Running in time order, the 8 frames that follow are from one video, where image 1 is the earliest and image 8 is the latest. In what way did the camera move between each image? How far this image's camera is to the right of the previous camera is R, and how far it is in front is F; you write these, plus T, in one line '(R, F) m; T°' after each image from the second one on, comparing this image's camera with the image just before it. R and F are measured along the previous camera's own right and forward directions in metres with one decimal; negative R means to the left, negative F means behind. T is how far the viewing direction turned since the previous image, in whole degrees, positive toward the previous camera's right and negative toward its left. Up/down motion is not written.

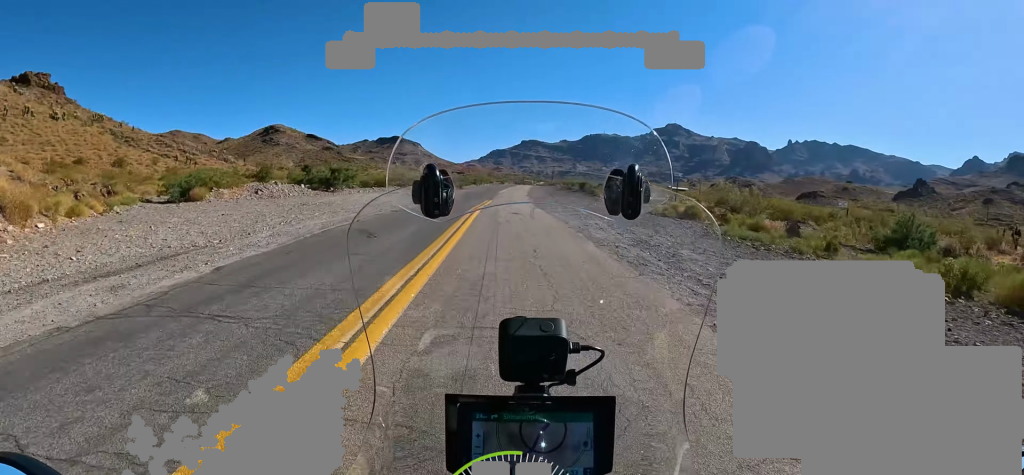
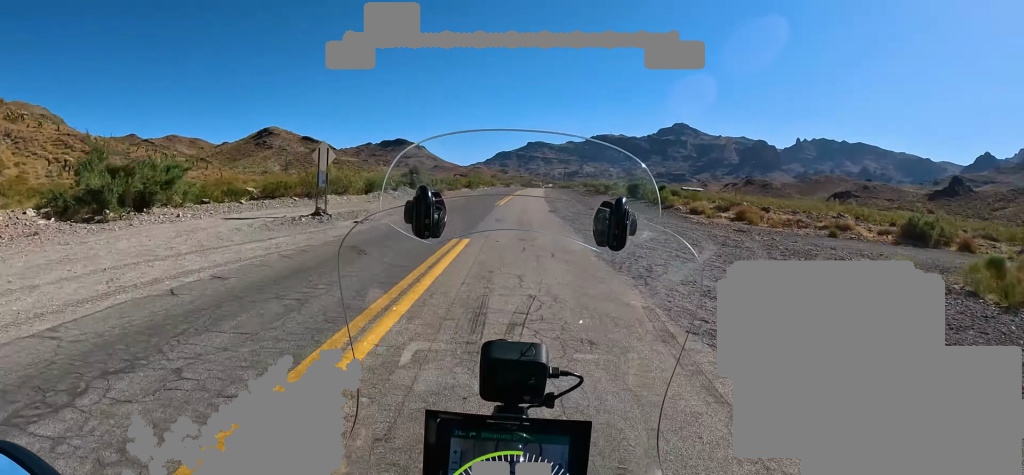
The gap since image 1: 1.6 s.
(-0.2, +27.8) m; +1°
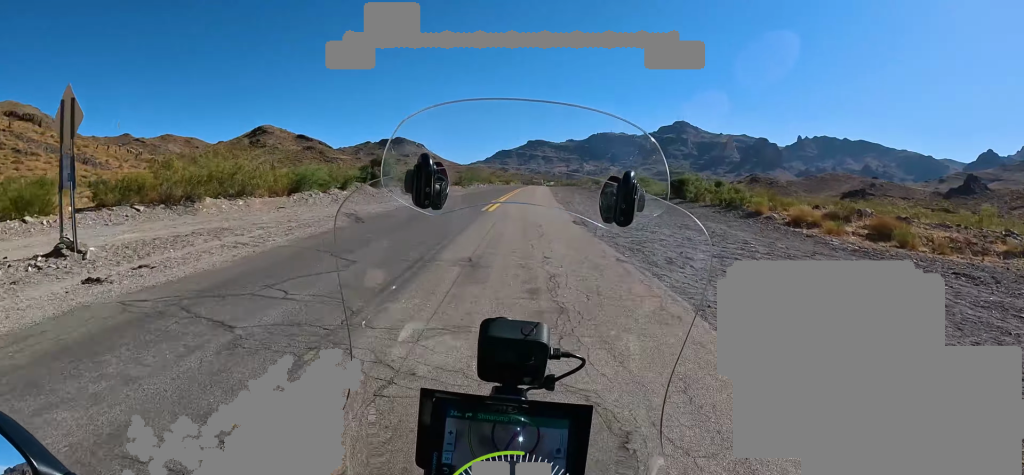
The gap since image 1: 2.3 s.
(+0.2, +11.4) m; +1°
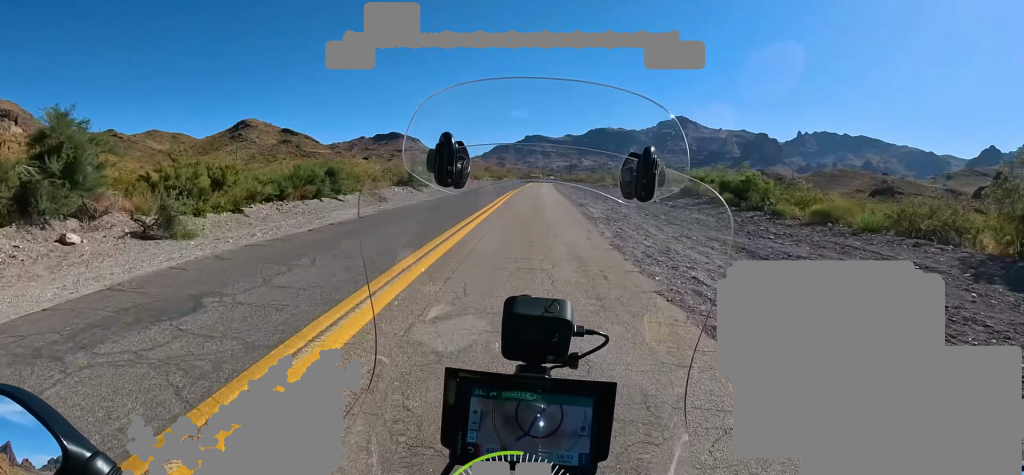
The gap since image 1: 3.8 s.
(+0.4, +22.0) m; +1°
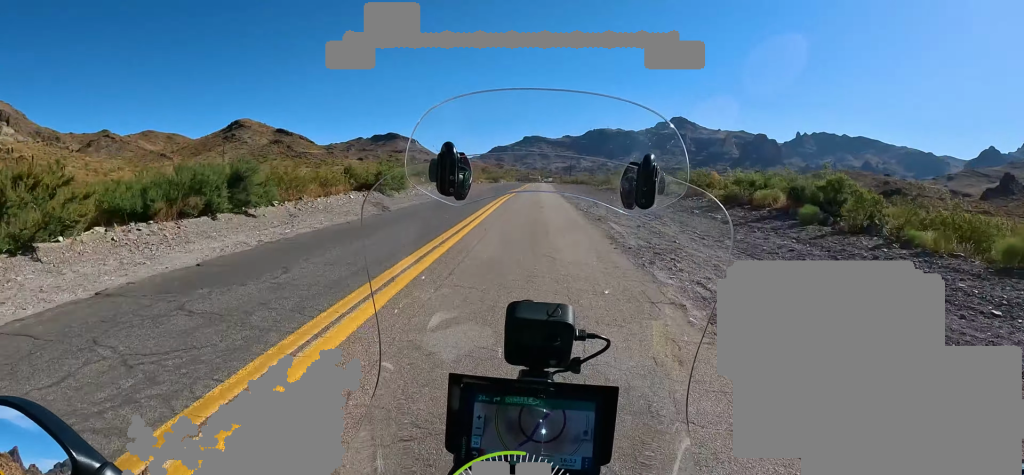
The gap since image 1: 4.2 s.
(0.0, +6.8) m; 0°
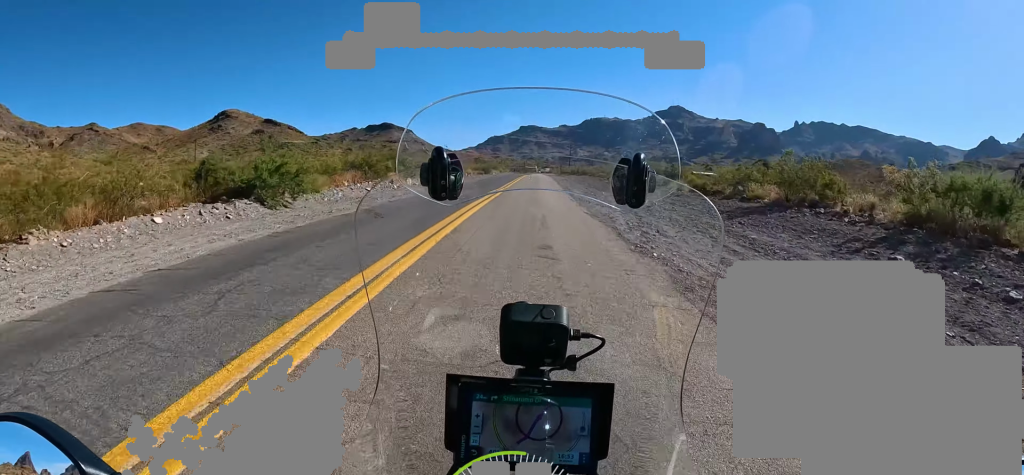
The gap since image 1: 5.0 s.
(0.0, +12.3) m; 0°
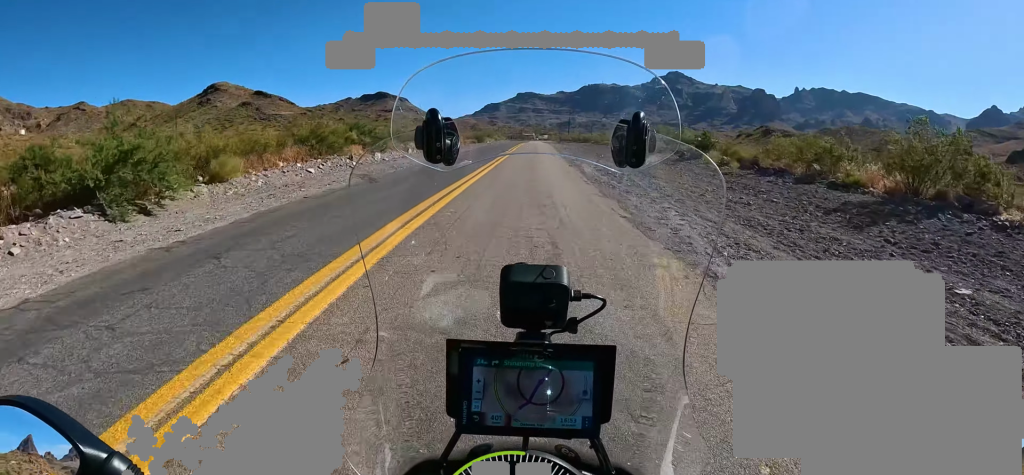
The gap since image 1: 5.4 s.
(0.0, +6.7) m; 0°
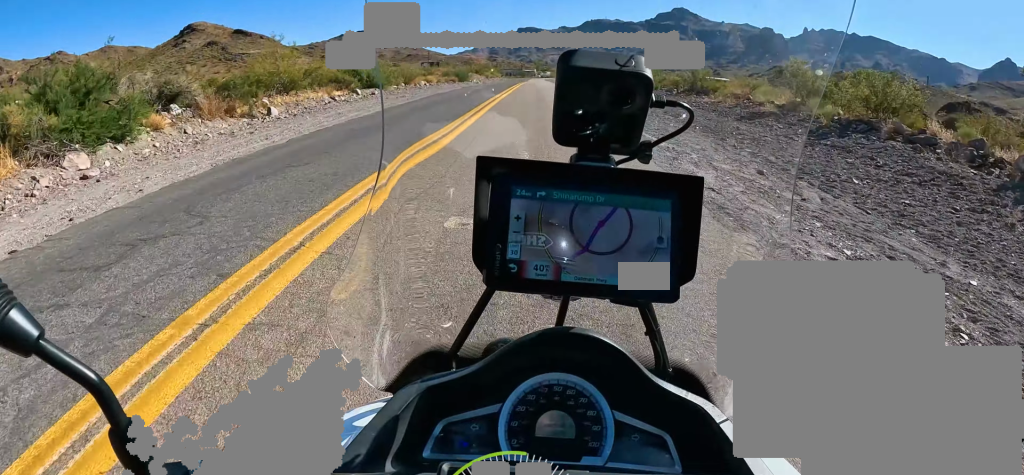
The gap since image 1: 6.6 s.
(0.0, +21.4) m; 0°
